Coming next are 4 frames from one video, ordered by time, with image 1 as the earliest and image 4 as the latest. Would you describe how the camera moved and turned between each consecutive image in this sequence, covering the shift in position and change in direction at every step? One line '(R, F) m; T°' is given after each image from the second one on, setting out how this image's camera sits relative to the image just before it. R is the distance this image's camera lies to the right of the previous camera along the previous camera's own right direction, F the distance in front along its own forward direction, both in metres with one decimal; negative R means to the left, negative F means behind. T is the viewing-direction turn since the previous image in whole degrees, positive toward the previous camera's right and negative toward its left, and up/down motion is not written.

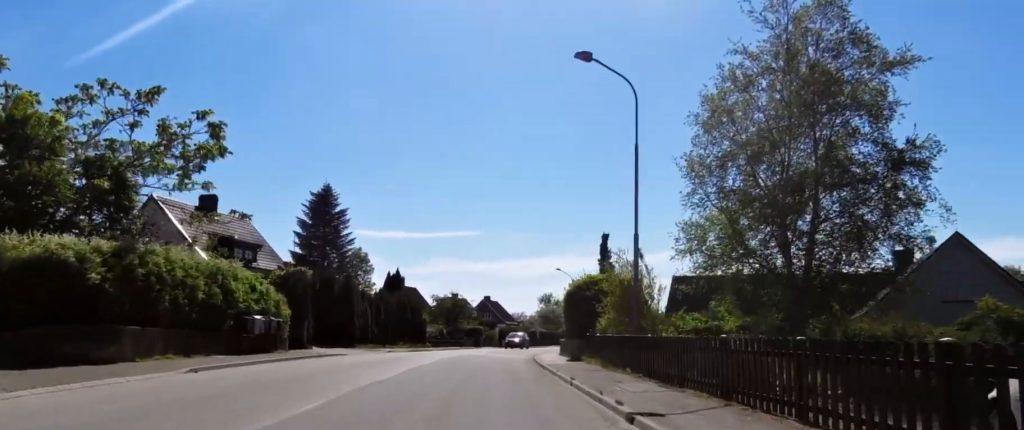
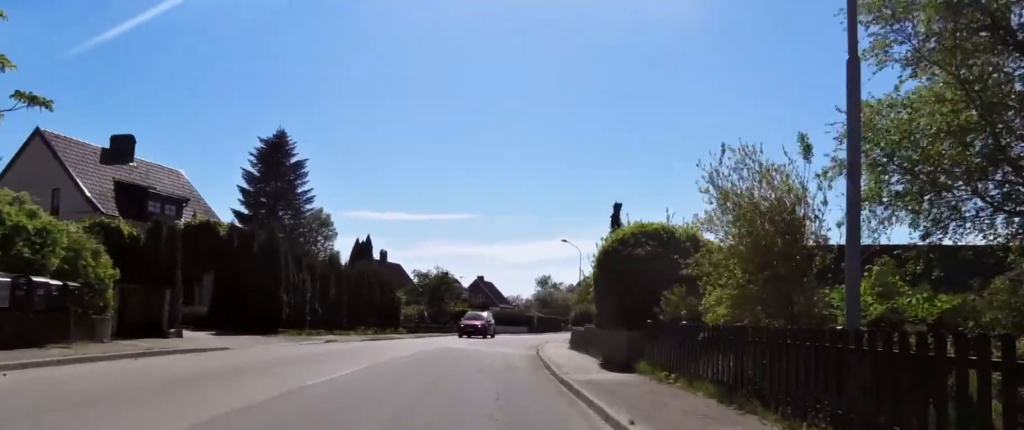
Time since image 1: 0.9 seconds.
(-0.2, +8.7) m; 0°
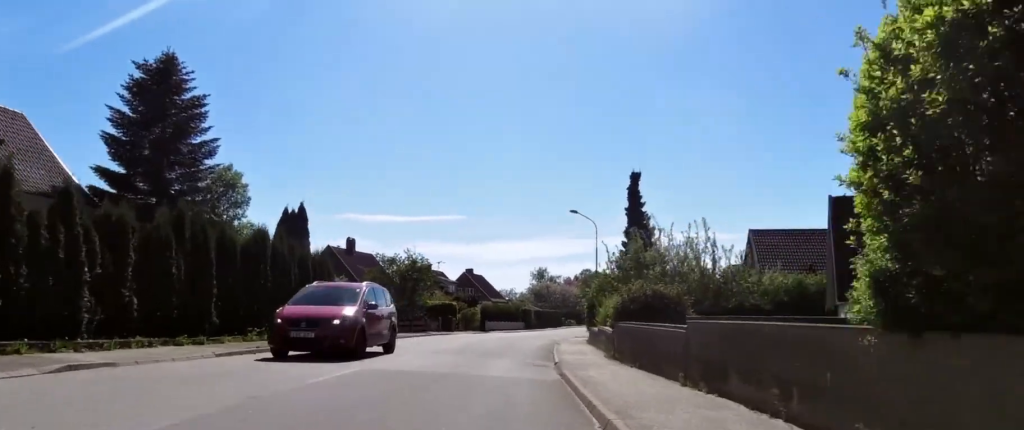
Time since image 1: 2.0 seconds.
(+0.3, +11.2) m; +3°
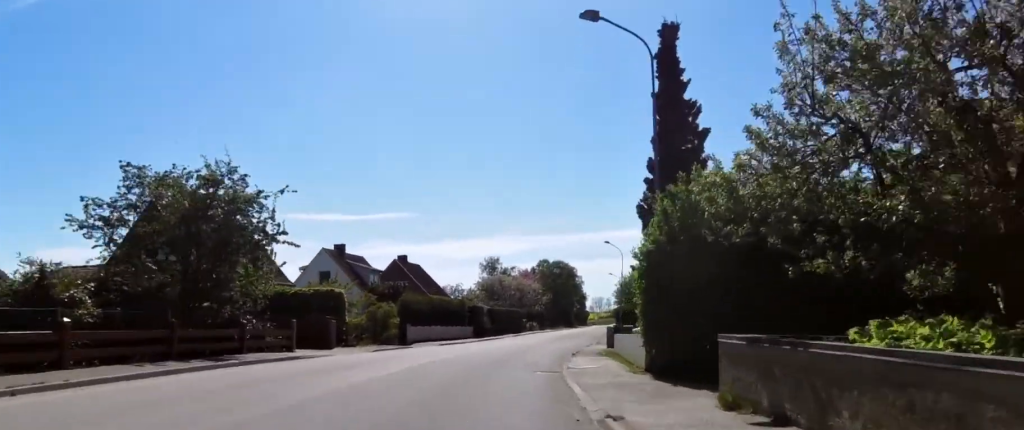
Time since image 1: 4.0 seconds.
(+0.5, +20.8) m; +5°
